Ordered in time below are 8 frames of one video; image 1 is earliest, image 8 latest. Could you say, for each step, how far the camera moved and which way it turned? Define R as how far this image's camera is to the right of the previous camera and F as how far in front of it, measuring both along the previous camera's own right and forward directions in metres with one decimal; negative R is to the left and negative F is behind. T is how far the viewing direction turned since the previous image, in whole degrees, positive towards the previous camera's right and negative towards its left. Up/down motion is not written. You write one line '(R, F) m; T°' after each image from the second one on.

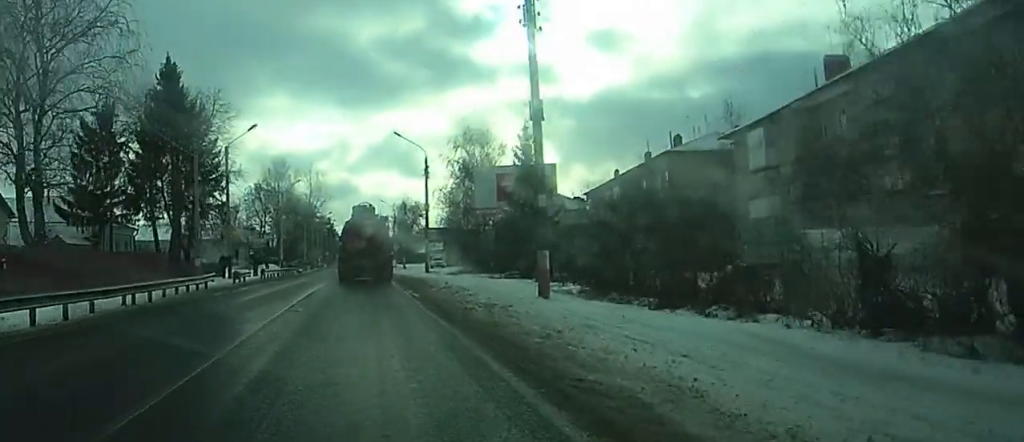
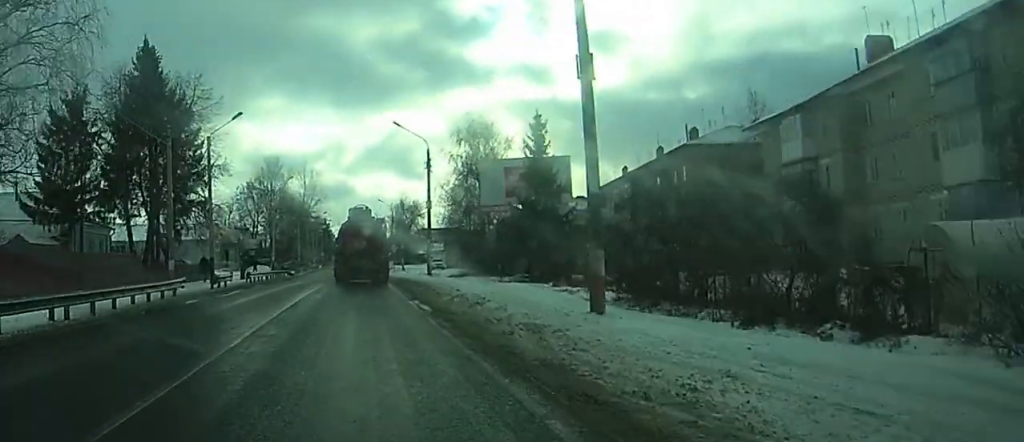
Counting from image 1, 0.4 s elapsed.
(+0.1, +4.6) m; +1°
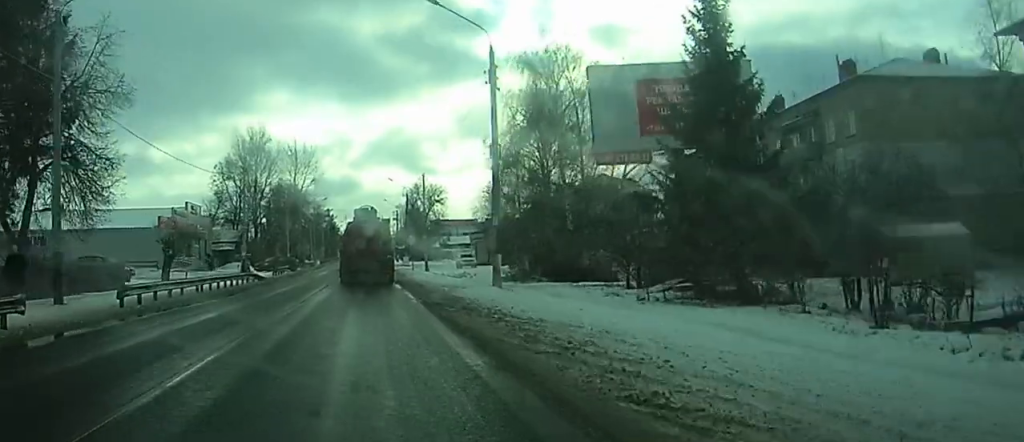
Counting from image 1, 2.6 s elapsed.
(0.0, +23.0) m; 0°
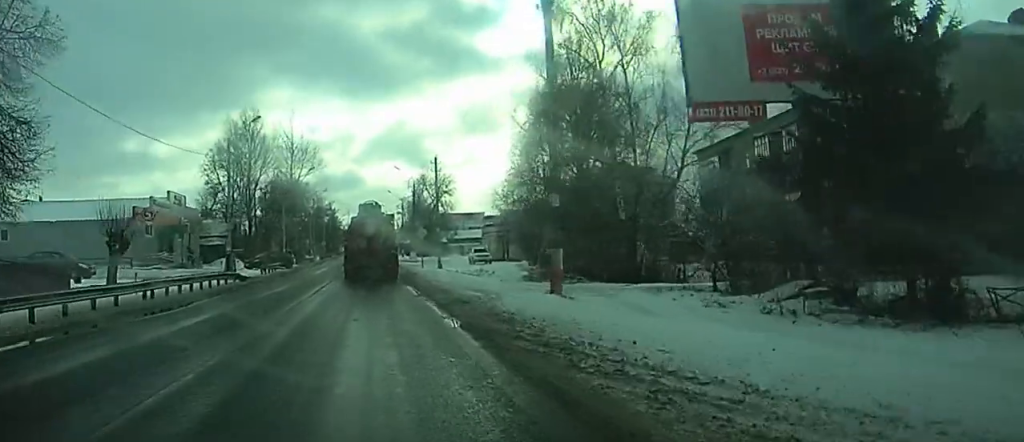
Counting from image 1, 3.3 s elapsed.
(0.0, +7.4) m; 0°
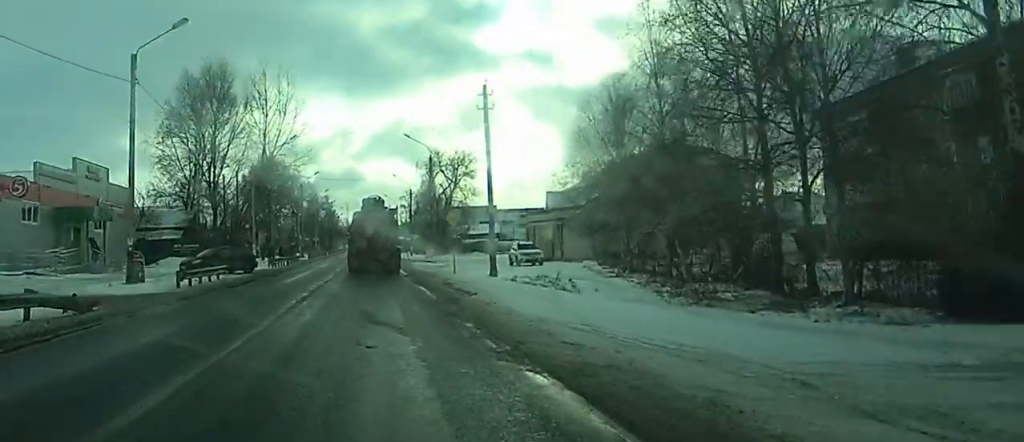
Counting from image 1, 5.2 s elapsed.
(+0.1, +20.8) m; 0°
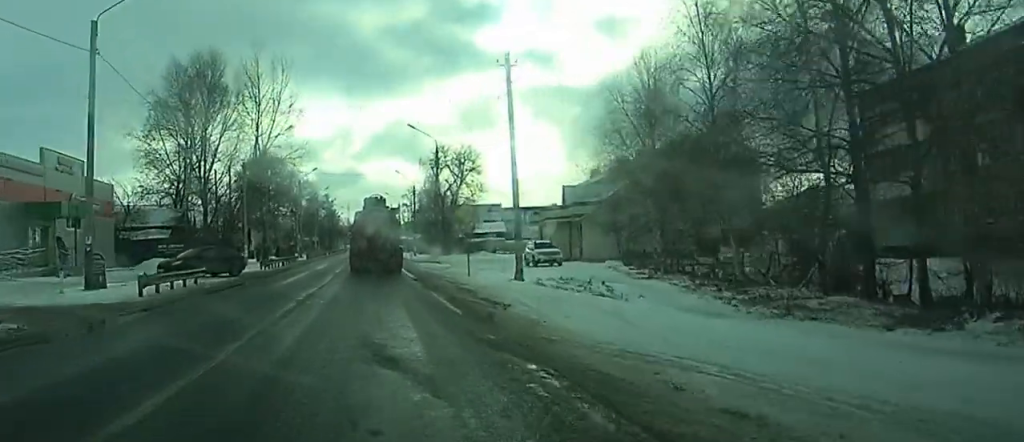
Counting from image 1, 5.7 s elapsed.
(0.0, +4.7) m; 0°
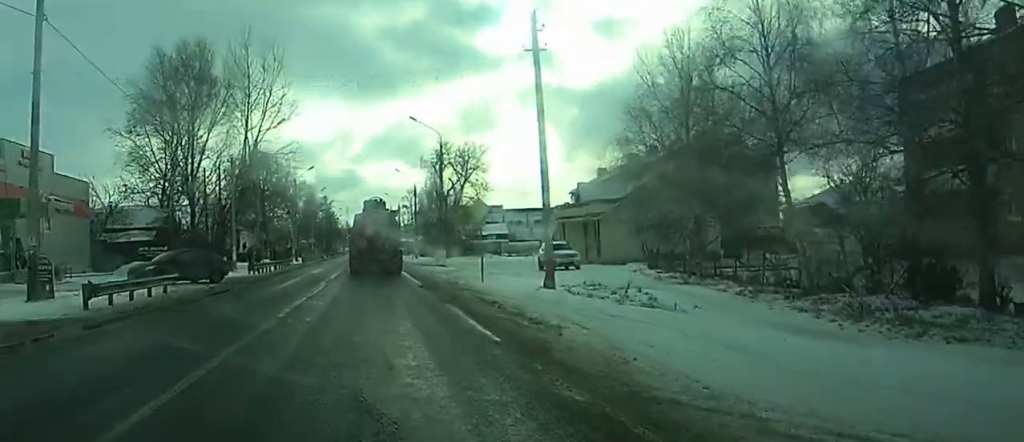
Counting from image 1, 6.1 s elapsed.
(0.0, +4.5) m; 0°
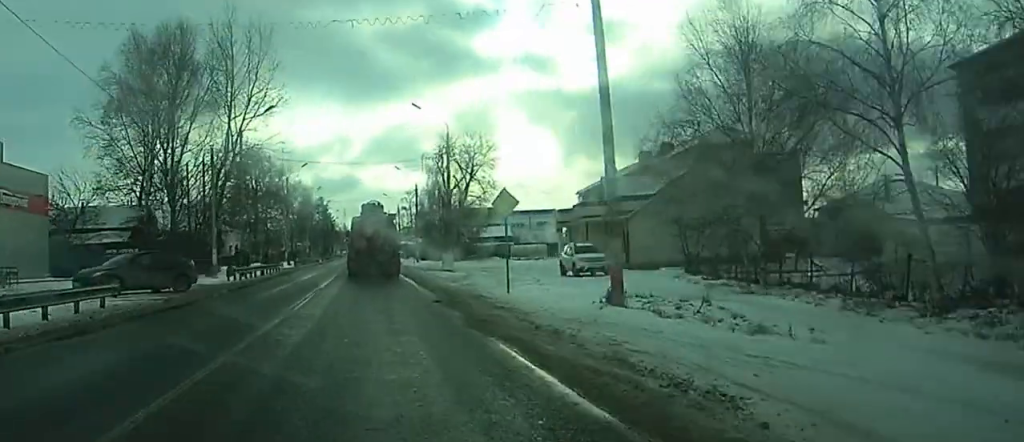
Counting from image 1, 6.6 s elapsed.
(-0.1, +6.1) m; 0°
